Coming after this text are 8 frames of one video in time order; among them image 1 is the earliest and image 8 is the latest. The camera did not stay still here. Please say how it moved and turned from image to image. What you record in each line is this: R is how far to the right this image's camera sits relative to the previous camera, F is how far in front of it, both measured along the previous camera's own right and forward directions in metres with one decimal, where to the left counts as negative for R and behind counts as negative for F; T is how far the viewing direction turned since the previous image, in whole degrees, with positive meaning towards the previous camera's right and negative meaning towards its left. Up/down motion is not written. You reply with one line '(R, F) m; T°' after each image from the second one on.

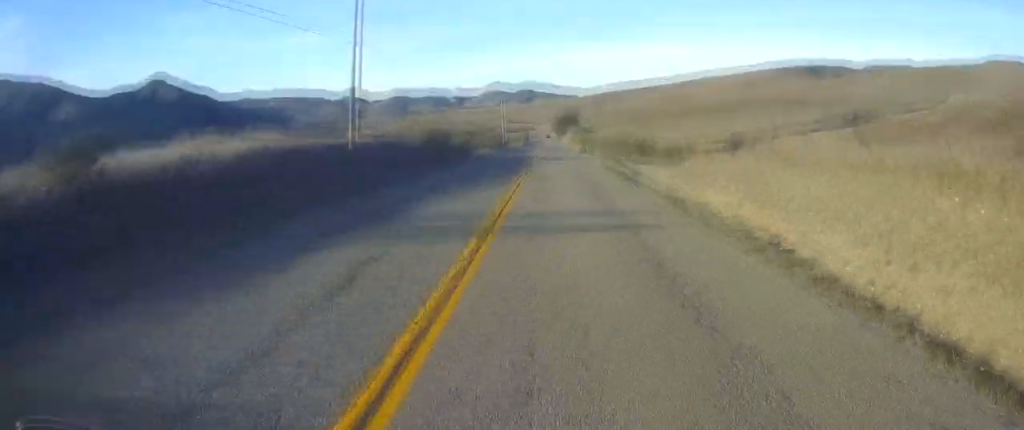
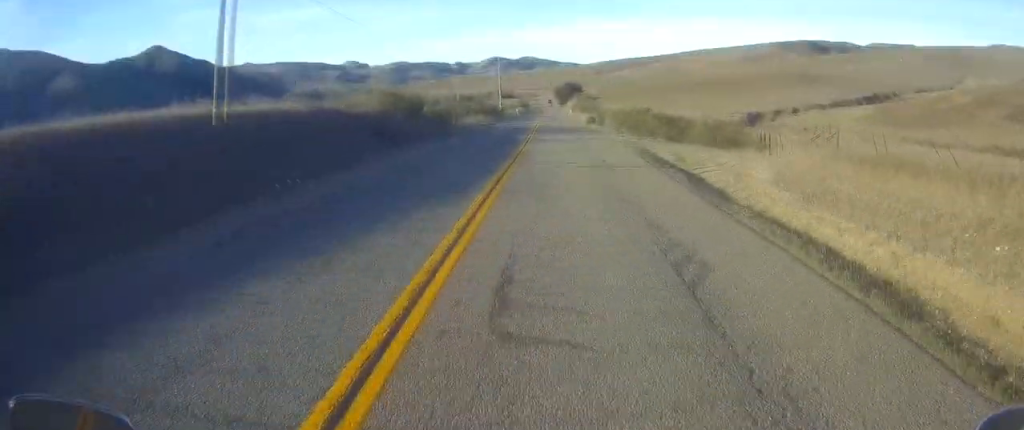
(+0.2, +11.8) m; +1°
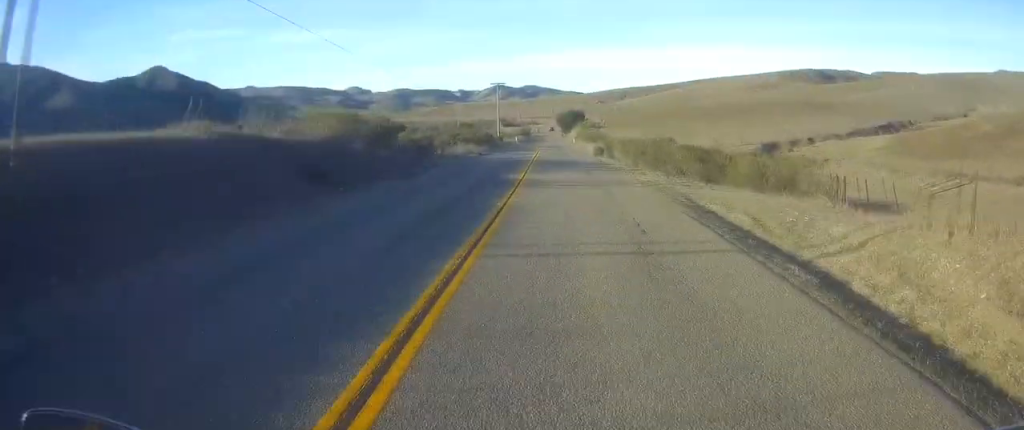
(0.0, +8.3) m; 0°
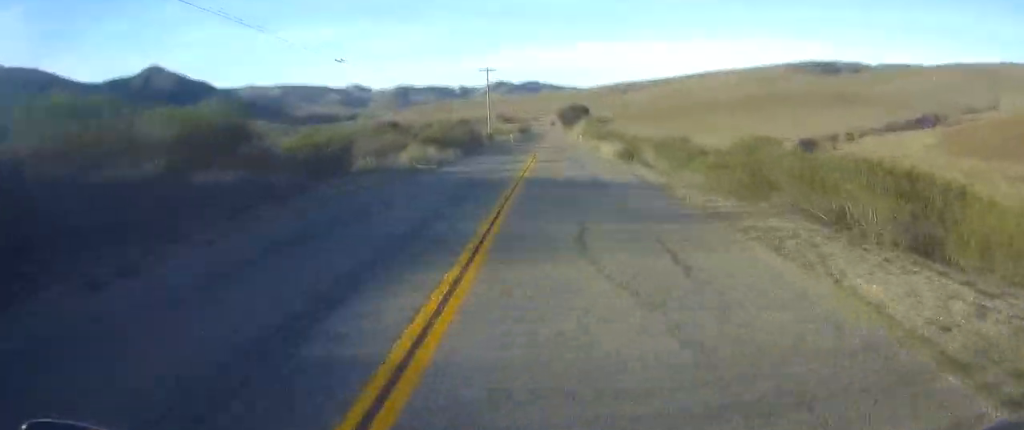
(0.0, +18.3) m; 0°
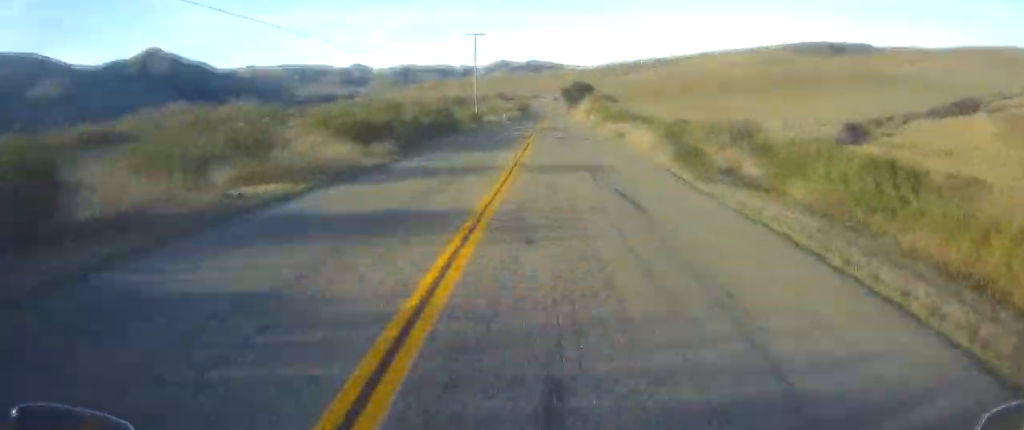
(0.0, +17.6) m; 0°
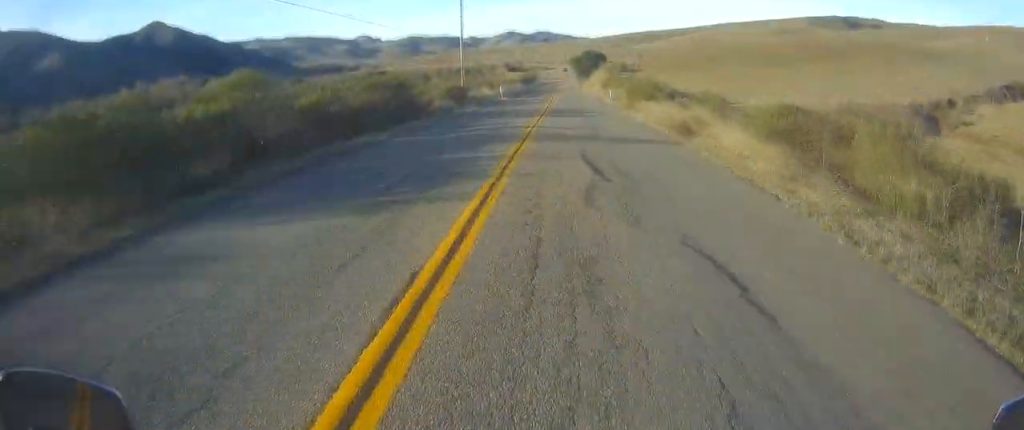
(0.0, +17.1) m; 0°
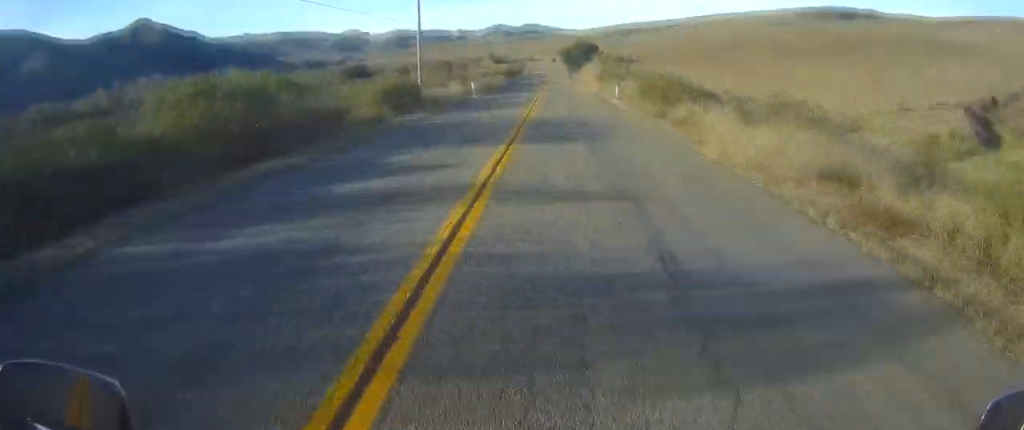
(0.0, +13.8) m; 0°
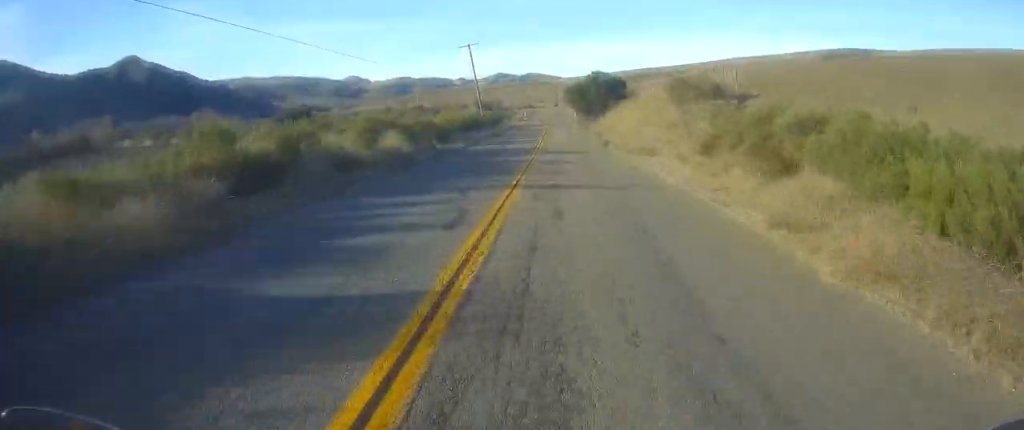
(0.0, +60.4) m; 0°
